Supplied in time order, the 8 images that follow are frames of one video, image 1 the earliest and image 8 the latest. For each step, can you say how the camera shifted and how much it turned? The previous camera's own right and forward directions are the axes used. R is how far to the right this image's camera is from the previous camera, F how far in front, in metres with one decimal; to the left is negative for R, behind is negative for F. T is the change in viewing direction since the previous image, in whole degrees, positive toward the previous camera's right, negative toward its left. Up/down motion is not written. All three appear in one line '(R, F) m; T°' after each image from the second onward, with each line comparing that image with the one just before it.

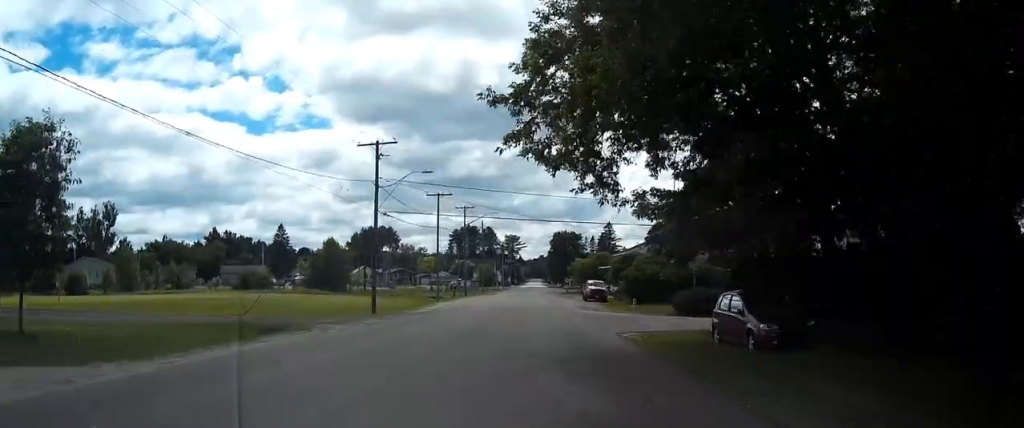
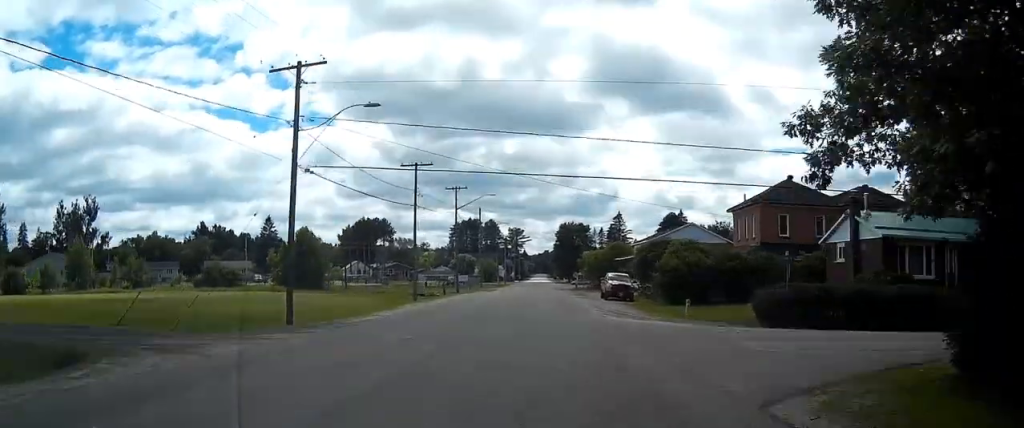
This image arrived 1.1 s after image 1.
(0.0, +15.5) m; 0°
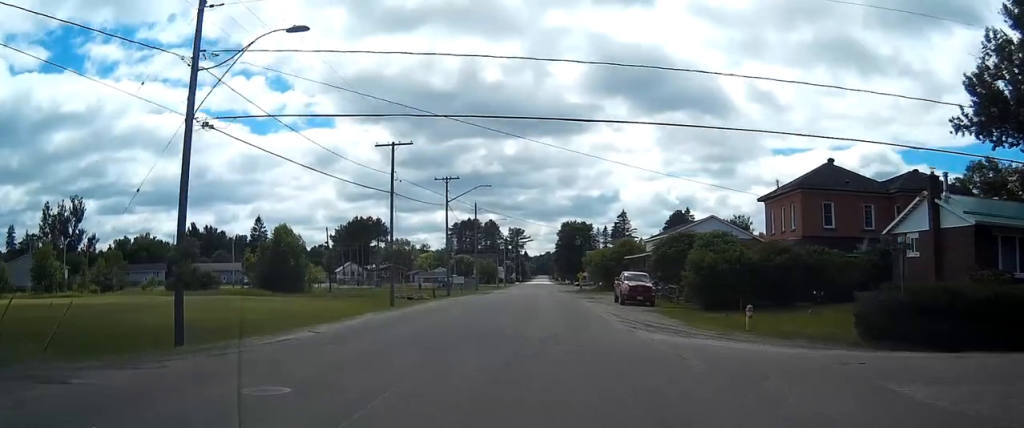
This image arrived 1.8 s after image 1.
(0.0, +9.1) m; 0°
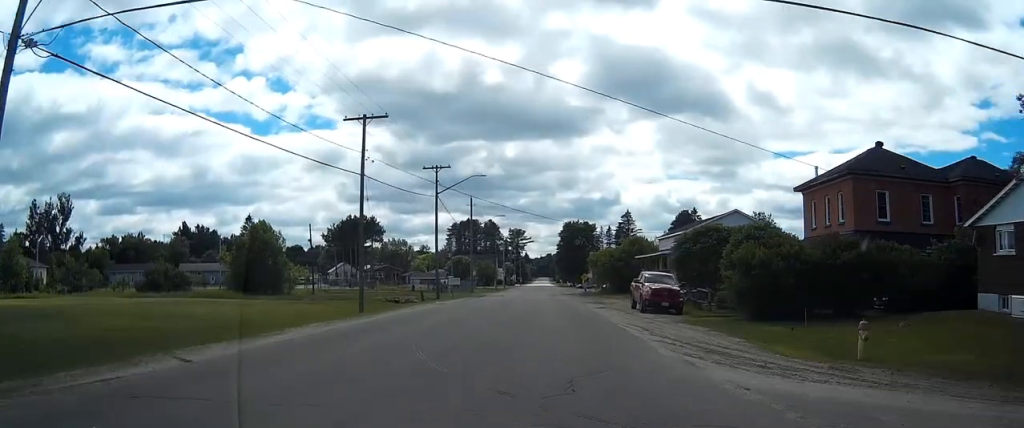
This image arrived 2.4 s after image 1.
(0.0, +8.2) m; 0°
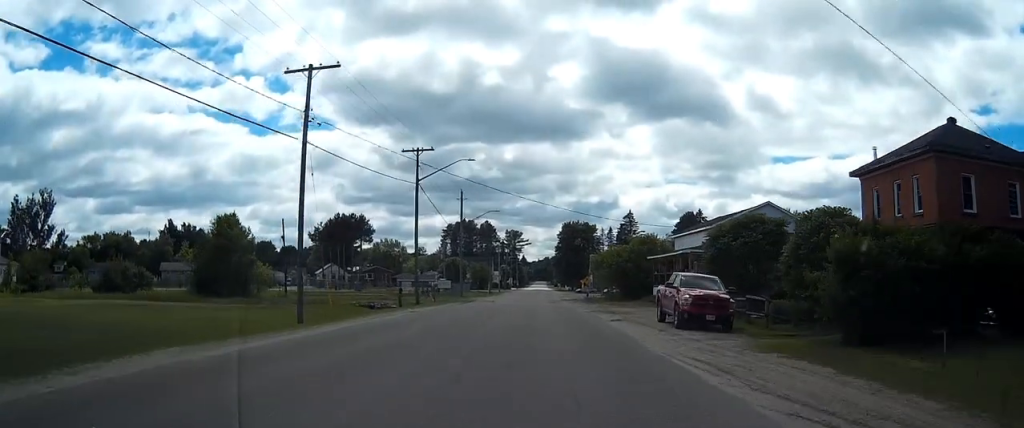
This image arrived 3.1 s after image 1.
(-0.2, +9.0) m; +1°
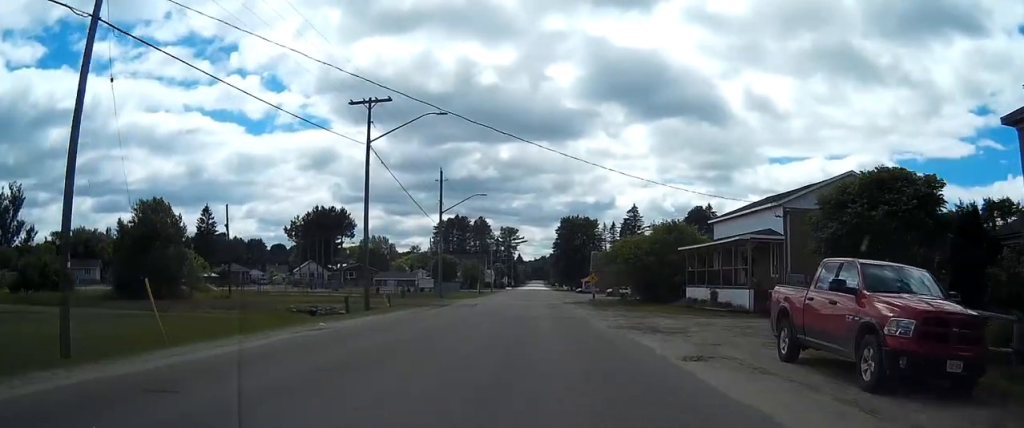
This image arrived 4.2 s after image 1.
(+0.5, +15.2) m; +2°
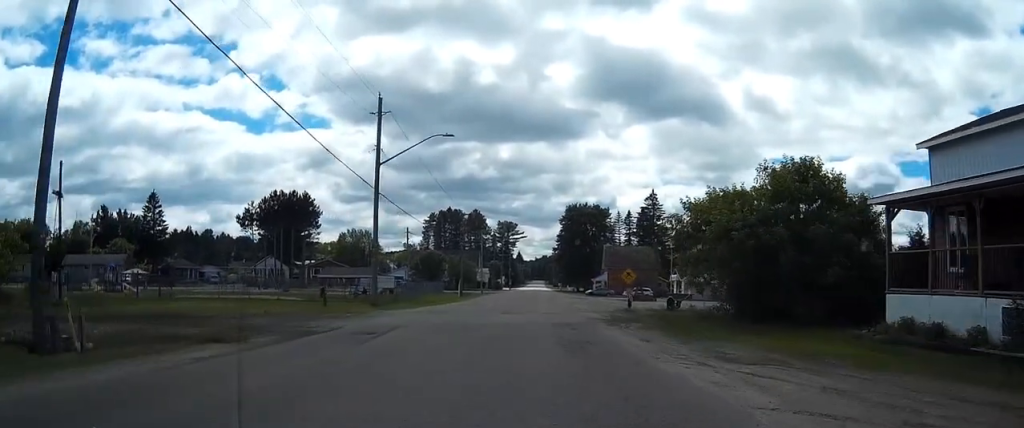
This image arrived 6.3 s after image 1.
(-0.4, +28.1) m; -2°
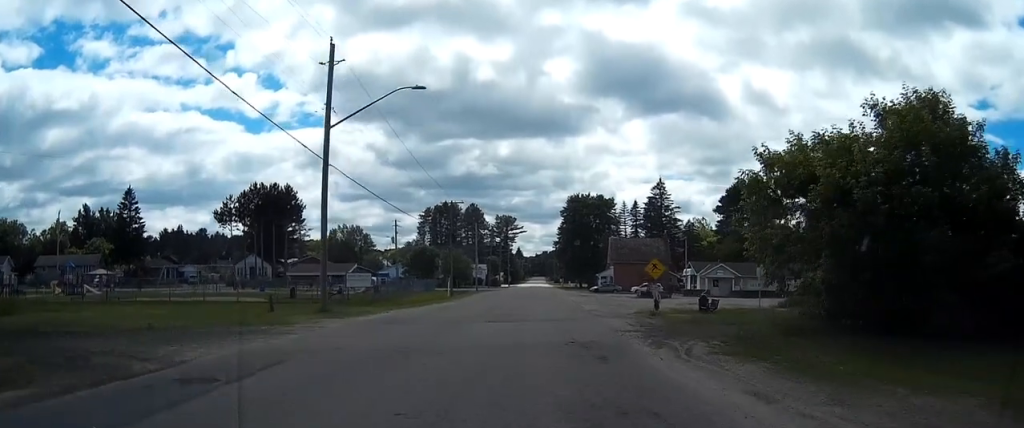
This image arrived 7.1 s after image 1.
(-0.1, +10.3) m; -1°
